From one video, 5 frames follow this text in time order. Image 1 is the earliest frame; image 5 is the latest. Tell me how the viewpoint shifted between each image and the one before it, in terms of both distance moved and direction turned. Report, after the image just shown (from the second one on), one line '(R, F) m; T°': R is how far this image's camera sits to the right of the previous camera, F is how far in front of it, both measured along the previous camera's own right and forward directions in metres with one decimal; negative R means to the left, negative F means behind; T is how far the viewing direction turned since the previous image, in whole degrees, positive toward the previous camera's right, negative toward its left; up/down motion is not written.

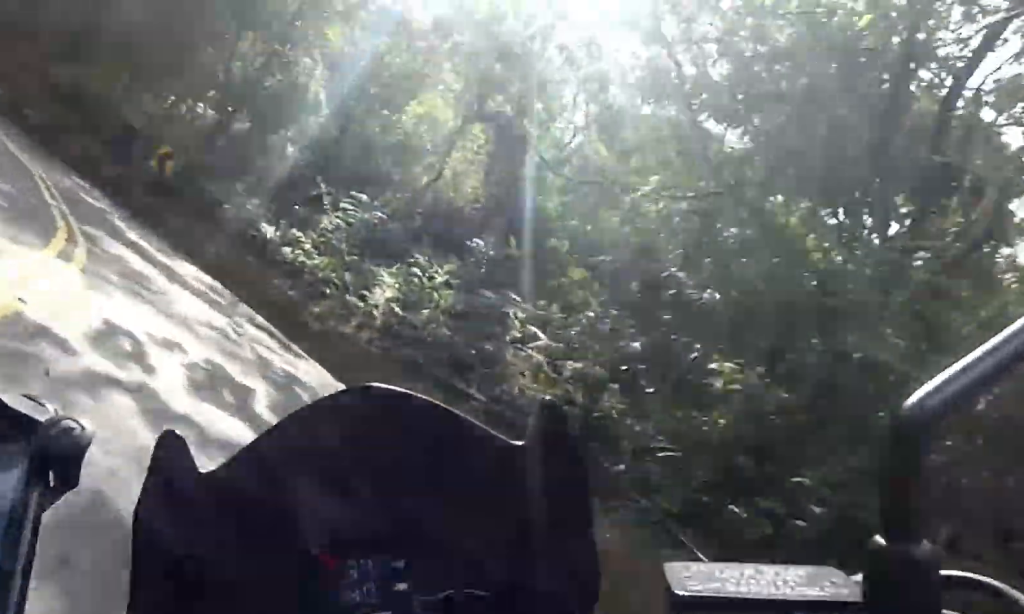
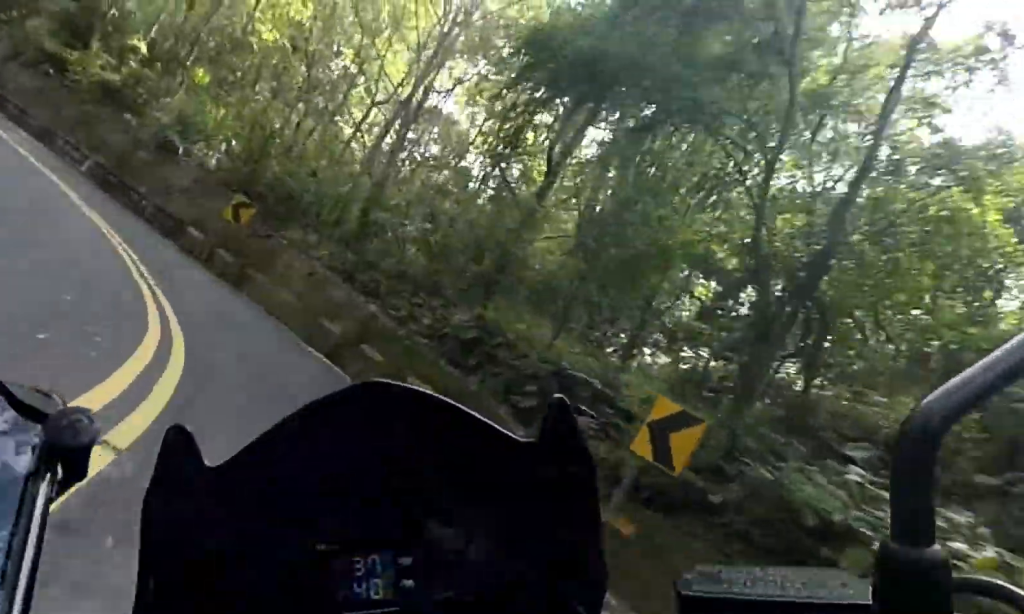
(-1.0, +7.0) m; -48°
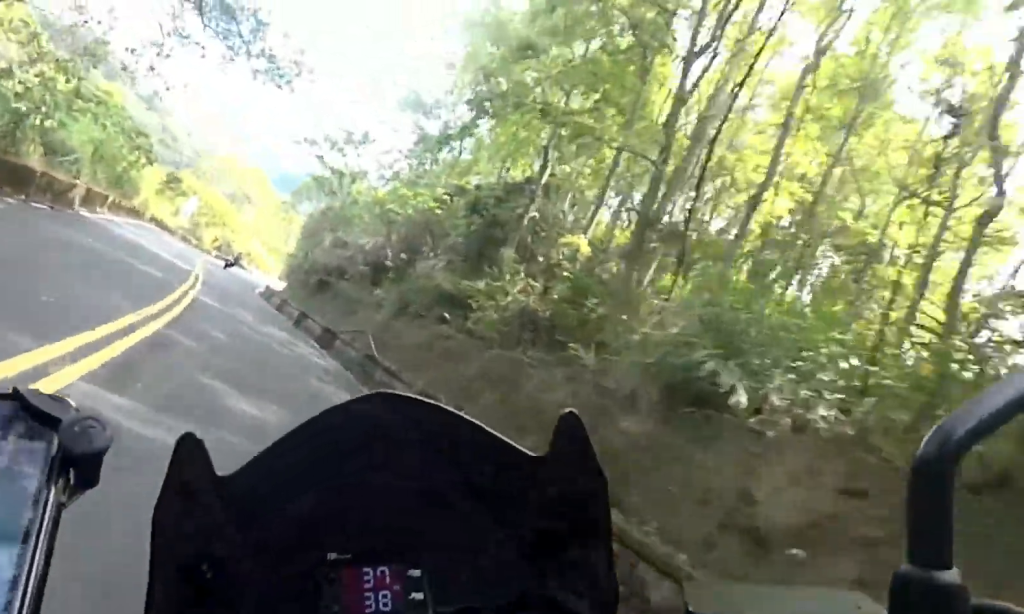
(-10.2, +5.5) m; -76°
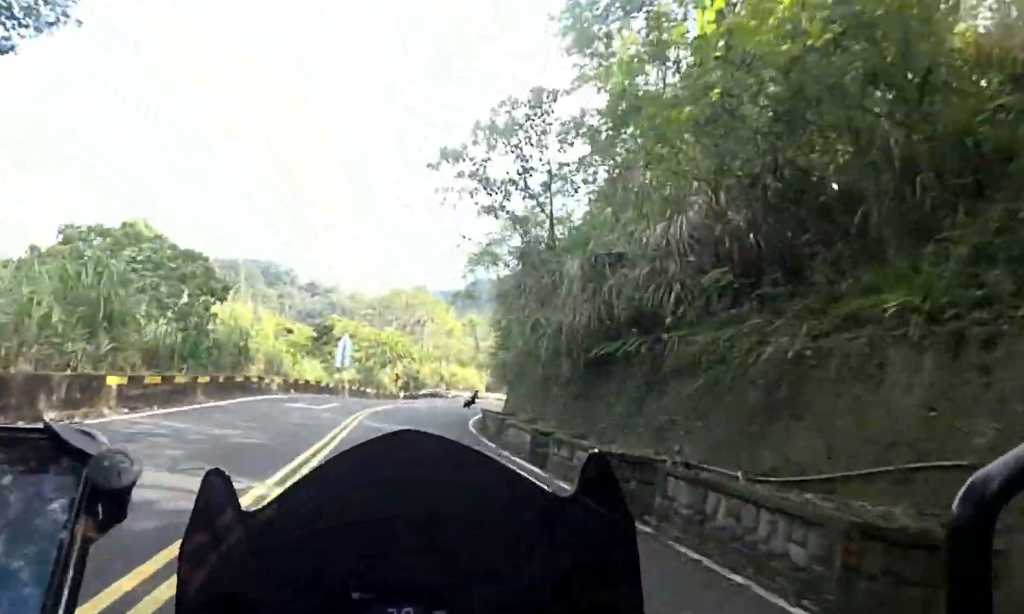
(-2.8, +17.6) m; -17°
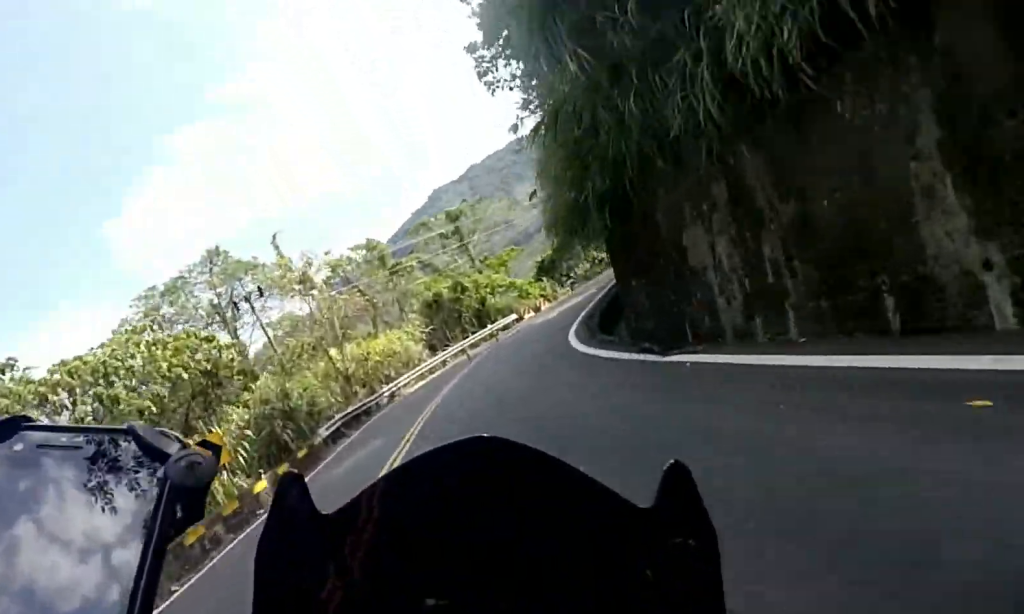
(-2.2, +38.2) m; -1°
